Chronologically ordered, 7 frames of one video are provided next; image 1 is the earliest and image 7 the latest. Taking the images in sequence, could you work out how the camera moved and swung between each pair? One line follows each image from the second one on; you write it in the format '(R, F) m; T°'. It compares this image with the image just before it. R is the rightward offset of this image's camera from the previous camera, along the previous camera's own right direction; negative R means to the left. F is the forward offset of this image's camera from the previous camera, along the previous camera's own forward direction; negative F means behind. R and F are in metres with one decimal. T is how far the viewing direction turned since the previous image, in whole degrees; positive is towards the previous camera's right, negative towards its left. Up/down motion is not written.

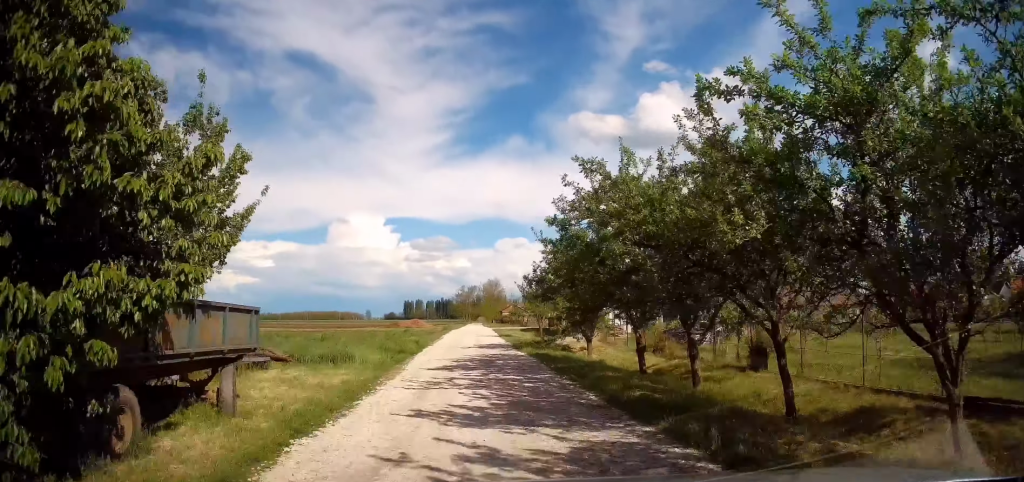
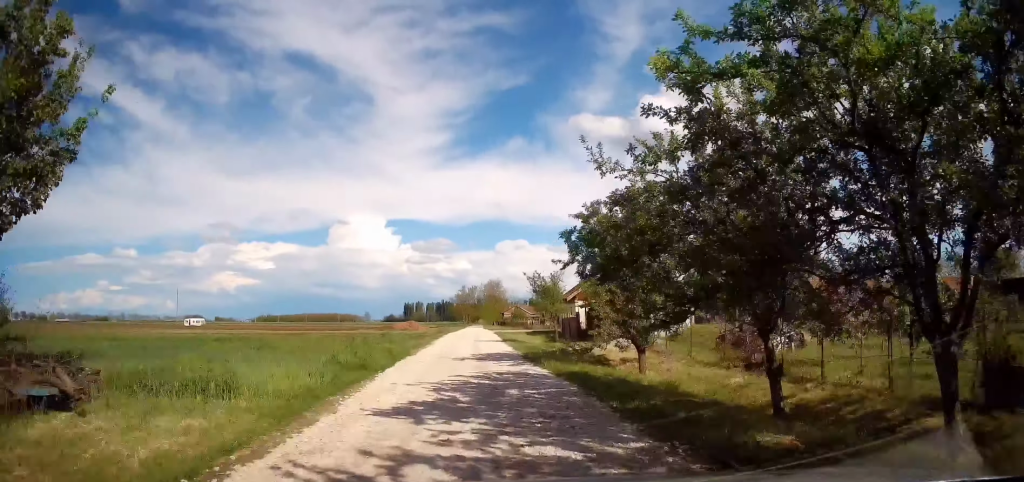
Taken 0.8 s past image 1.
(+0.4, +7.4) m; +3°
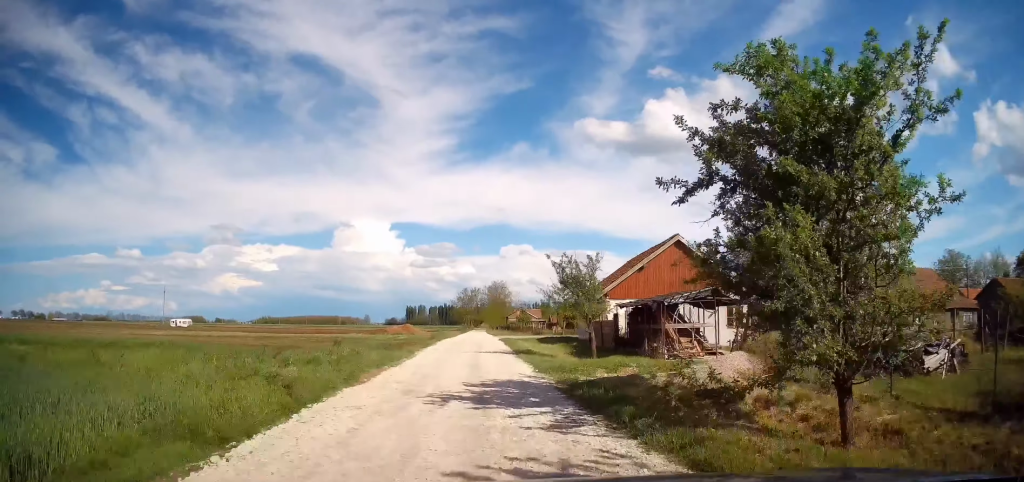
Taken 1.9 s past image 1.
(+0.2, +9.3) m; +1°
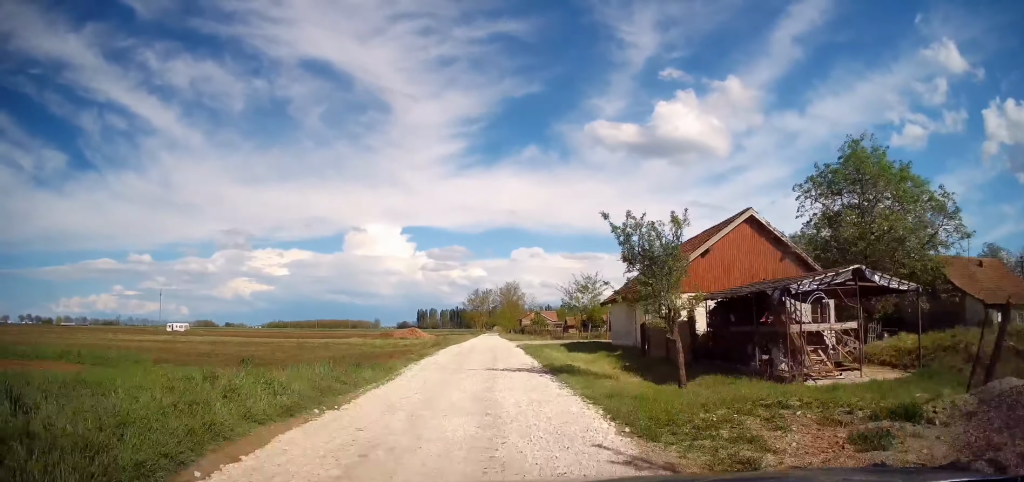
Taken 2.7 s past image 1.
(0.0, +7.8) m; -3°
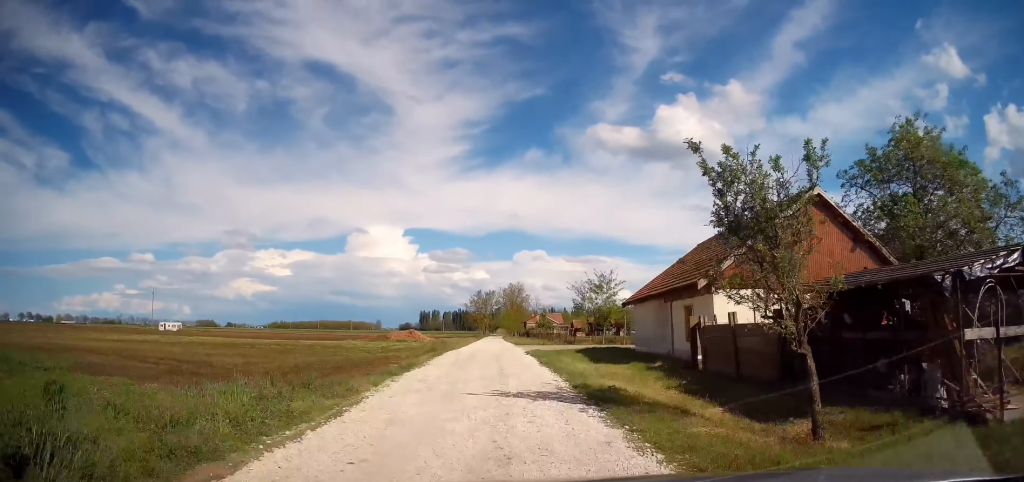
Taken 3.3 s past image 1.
(0.0, +5.1) m; -2°
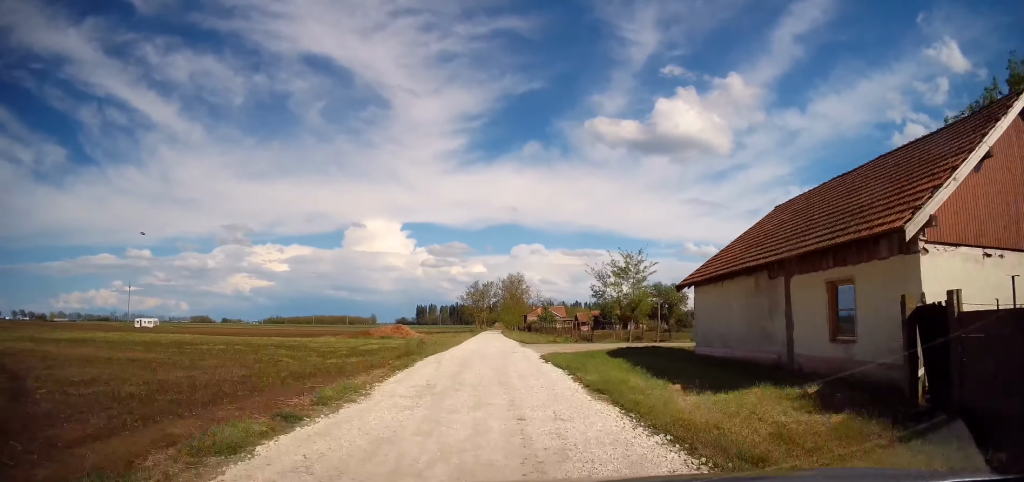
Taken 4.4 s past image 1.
(-0.5, +9.4) m; -1°
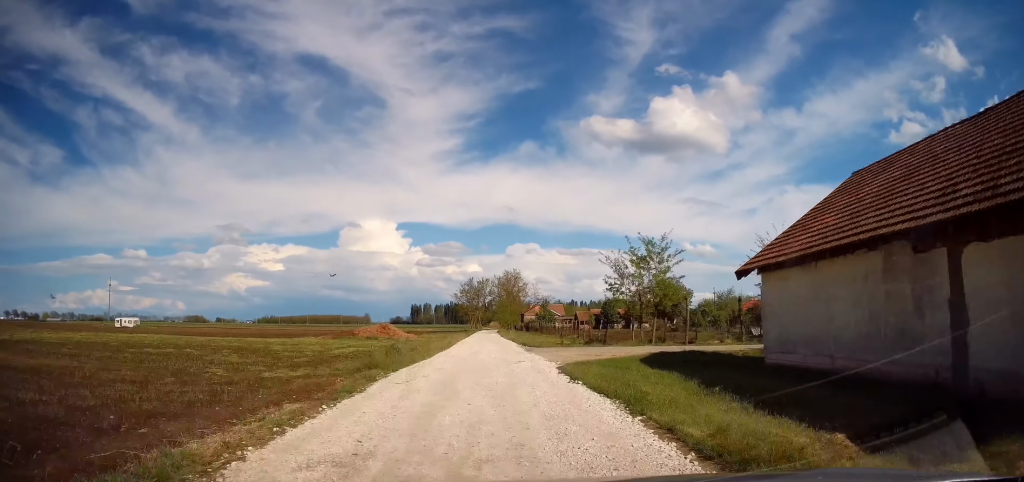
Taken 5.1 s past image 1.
(0.0, +6.0) m; +3°
